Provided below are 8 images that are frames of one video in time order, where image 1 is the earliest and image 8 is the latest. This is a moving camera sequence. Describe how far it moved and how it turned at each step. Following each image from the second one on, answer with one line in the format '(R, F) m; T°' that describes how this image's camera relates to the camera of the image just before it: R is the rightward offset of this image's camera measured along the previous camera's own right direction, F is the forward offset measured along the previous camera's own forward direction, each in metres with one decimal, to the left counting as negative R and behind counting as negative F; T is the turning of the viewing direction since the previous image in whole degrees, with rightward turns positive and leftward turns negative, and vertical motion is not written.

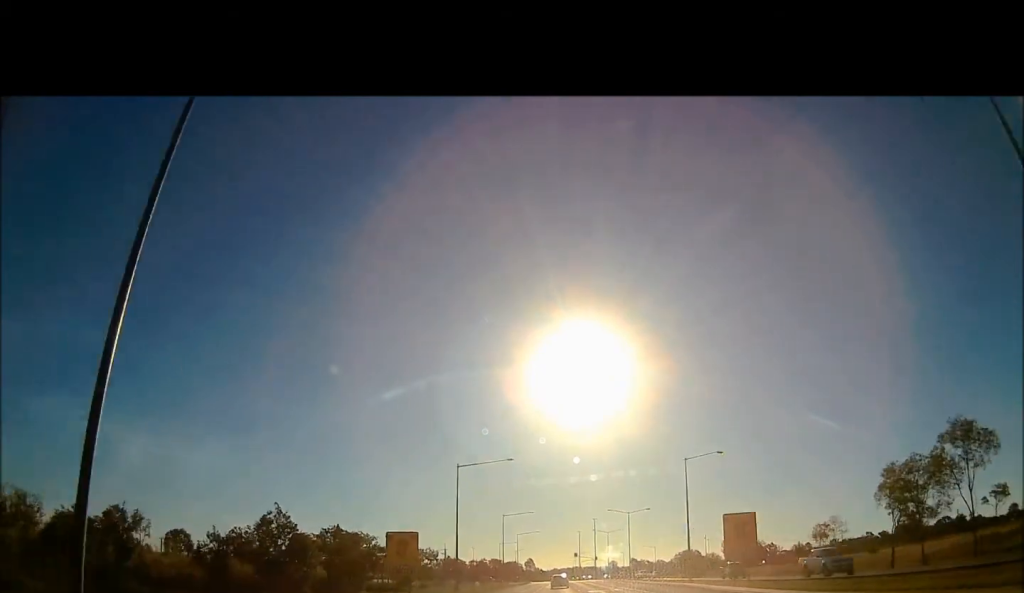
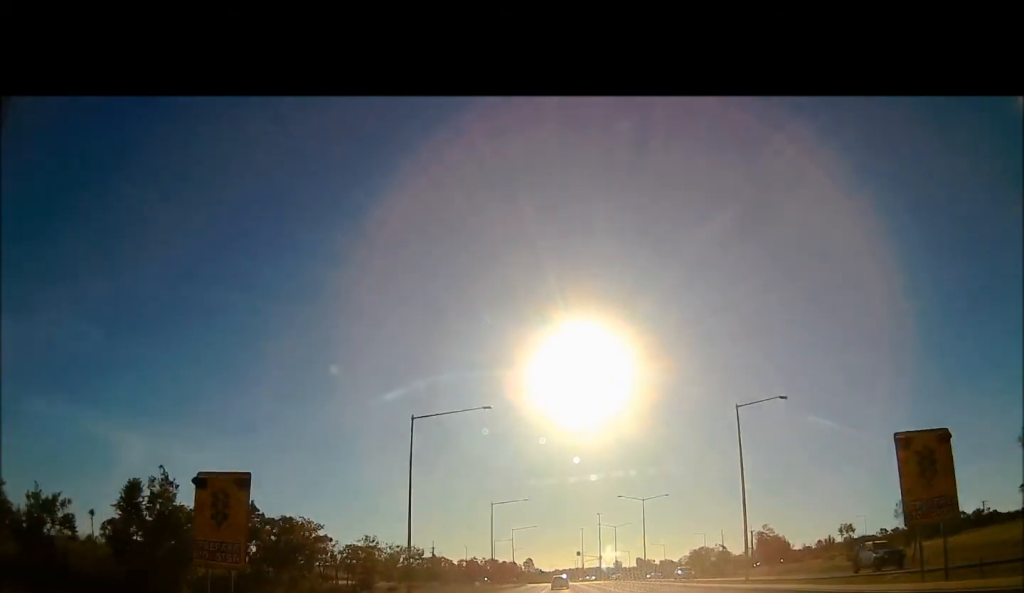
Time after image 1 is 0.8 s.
(+0.2, +18.7) m; +2°
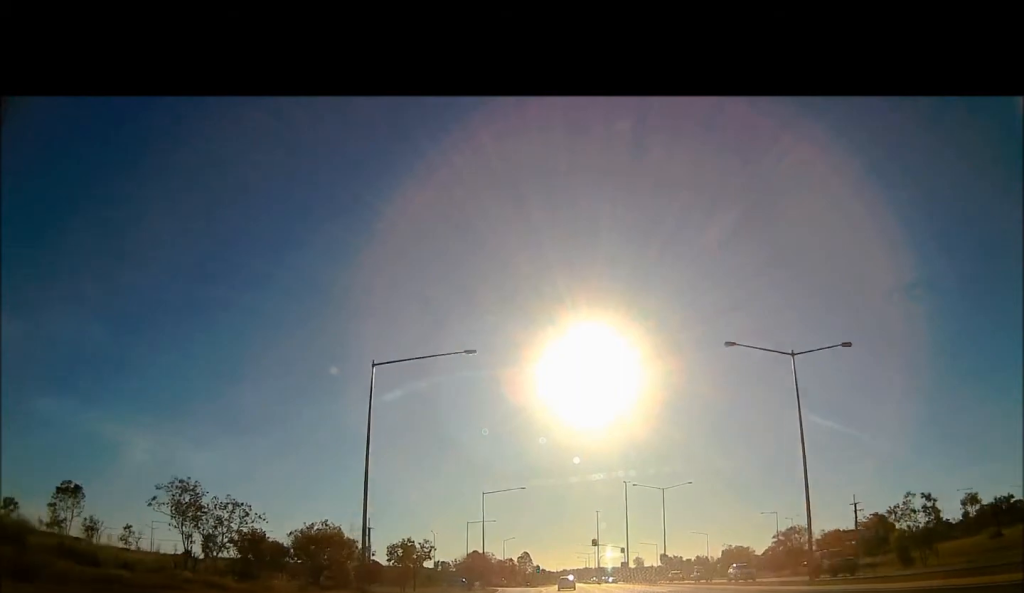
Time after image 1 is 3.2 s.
(+0.7, +59.5) m; -2°
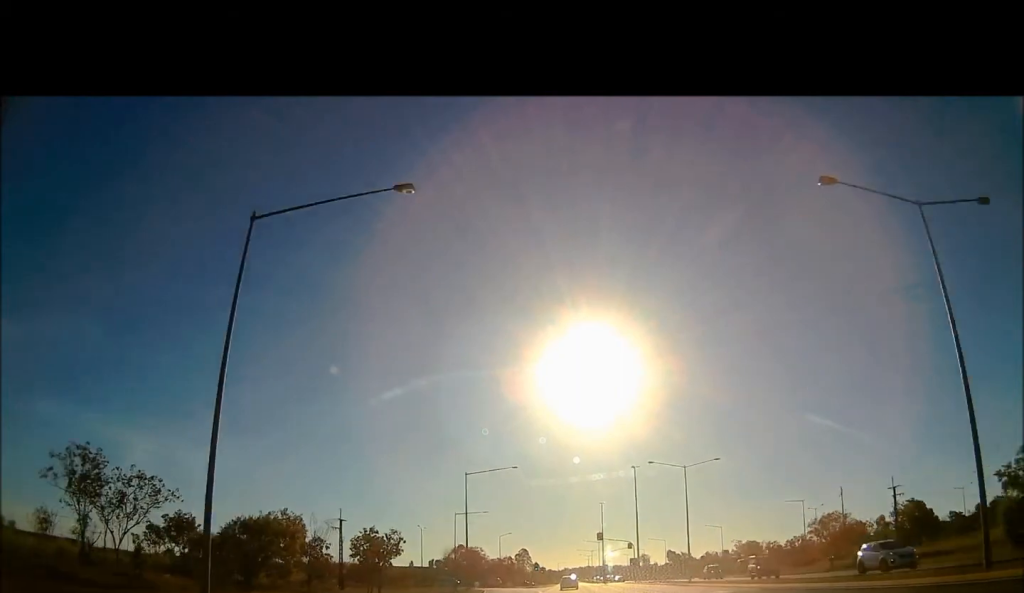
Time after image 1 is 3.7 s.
(-0.1, +14.3) m; -1°
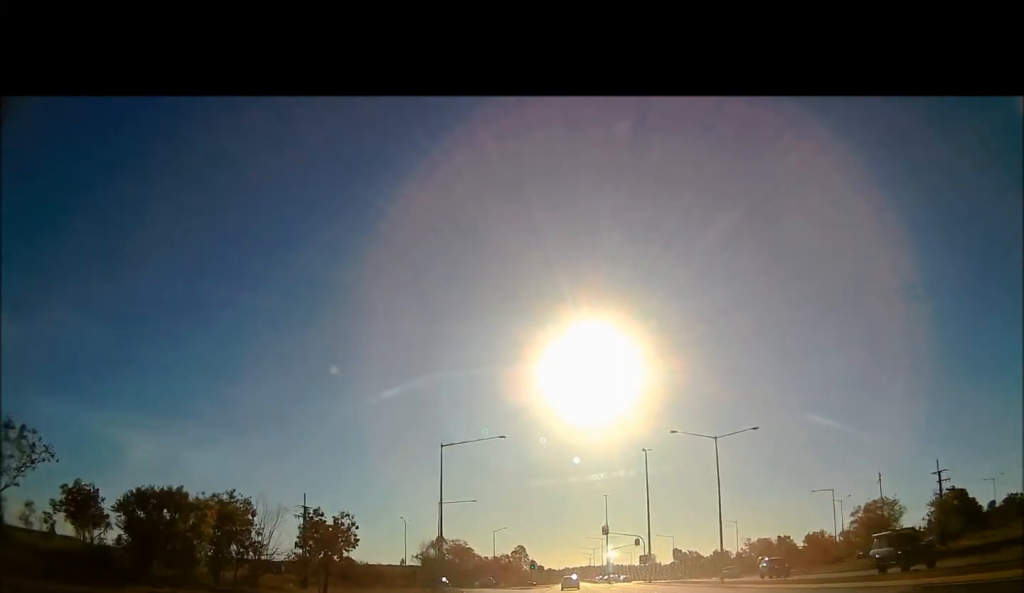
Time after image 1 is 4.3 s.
(-0.6, +13.5) m; -1°
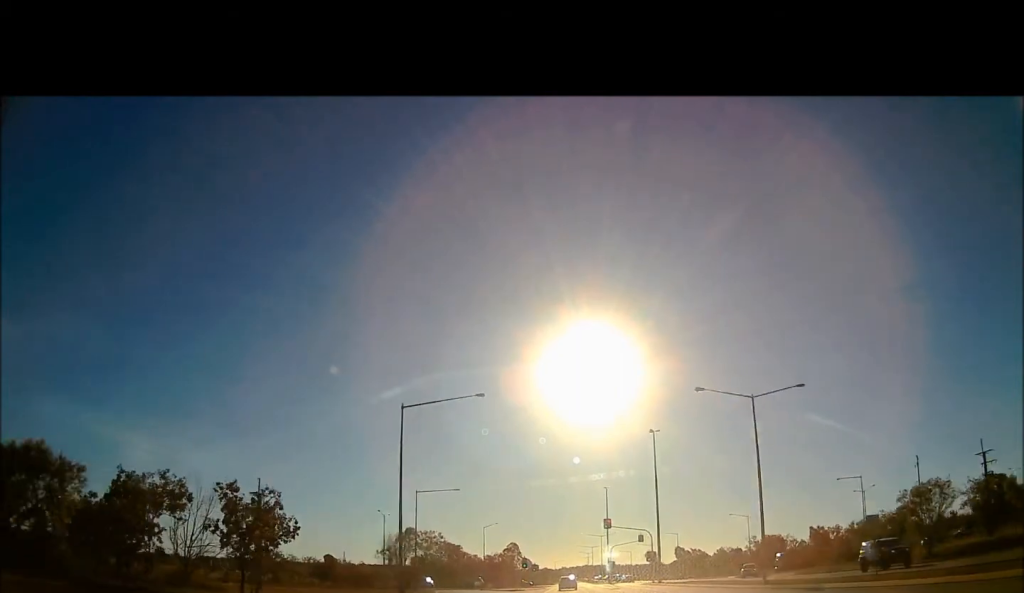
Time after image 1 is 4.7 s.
(0.0, +11.8) m; 0°
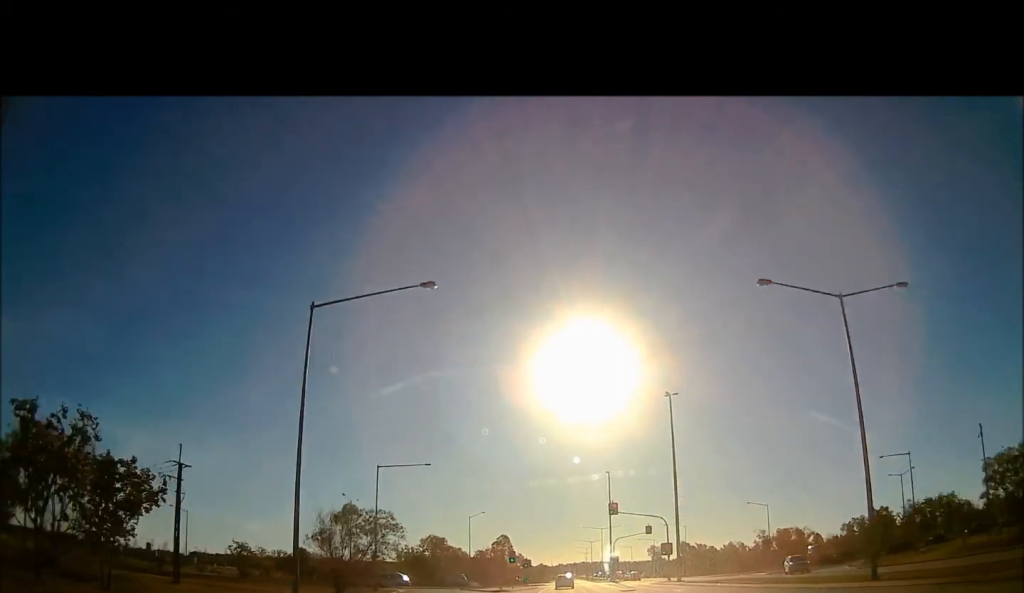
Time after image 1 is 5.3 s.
(+0.1, +15.2) m; +2°
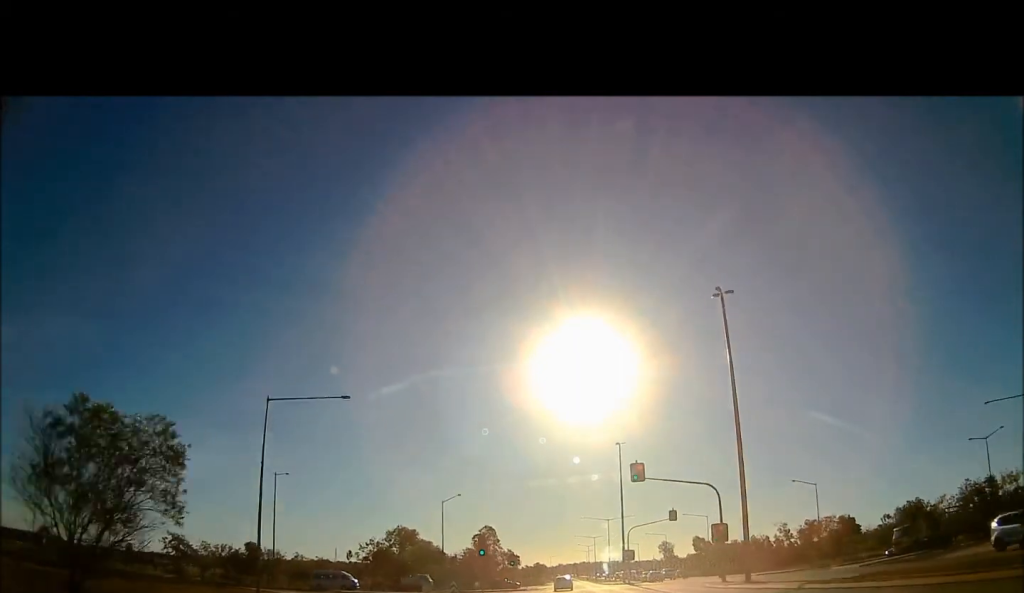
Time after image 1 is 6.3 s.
(+0.7, +24.7) m; -1°
